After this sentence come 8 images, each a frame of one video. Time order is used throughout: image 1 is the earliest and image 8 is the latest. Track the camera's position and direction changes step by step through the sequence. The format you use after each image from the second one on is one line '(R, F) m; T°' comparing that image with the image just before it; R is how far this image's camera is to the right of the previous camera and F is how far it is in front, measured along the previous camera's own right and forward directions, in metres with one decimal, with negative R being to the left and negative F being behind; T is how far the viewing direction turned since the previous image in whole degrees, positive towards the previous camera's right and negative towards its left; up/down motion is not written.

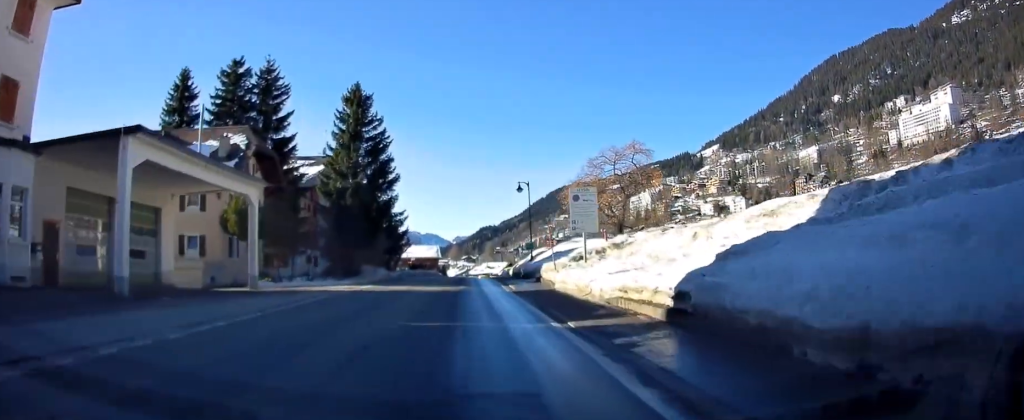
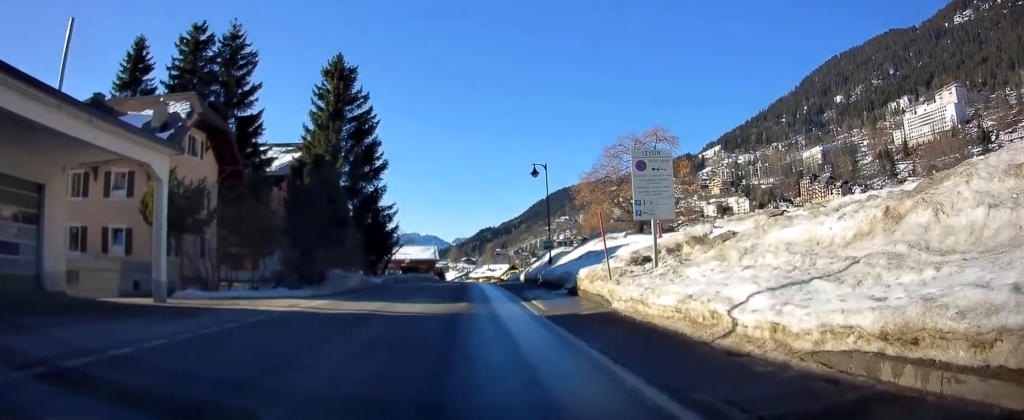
(0.0, +9.0) m; 0°
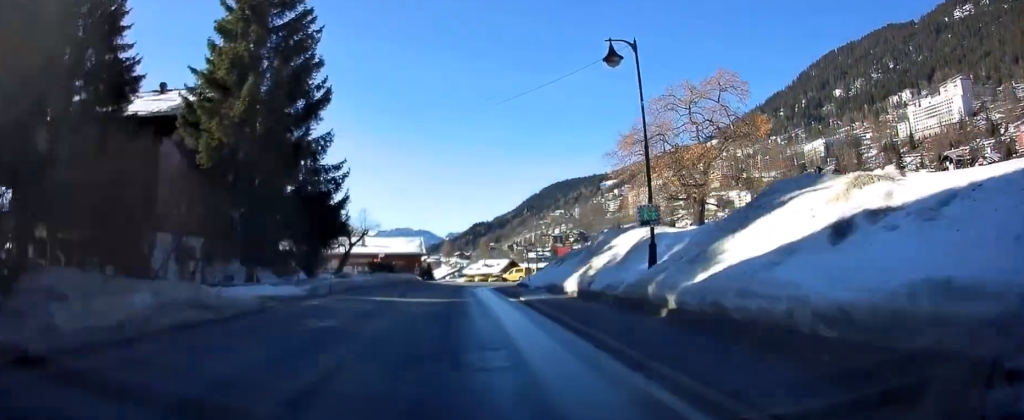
(0.0, +19.0) m; 0°
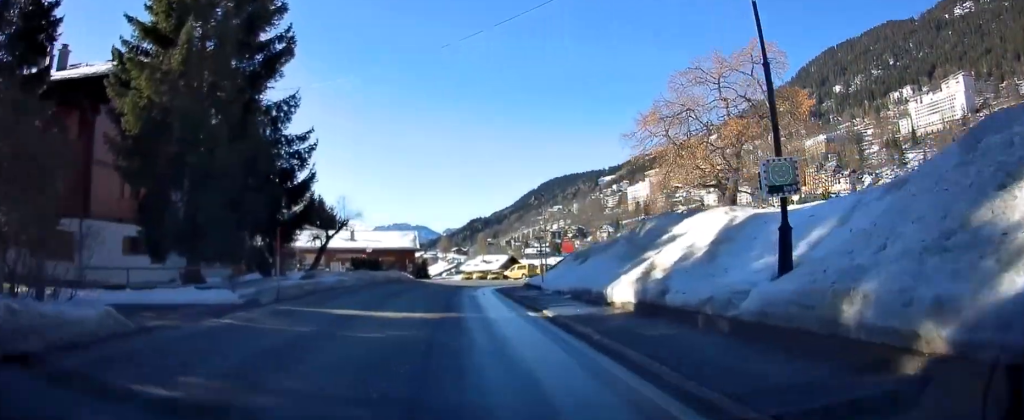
(0.0, +6.8) m; 0°
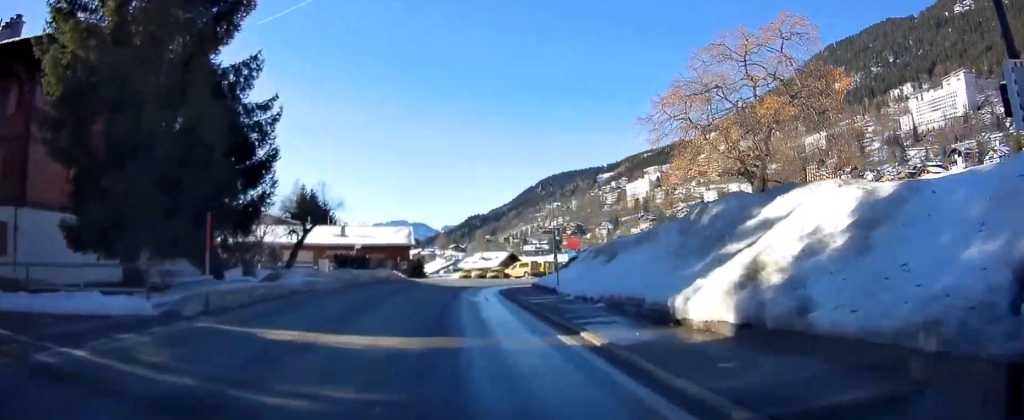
(0.0, +4.7) m; 0°
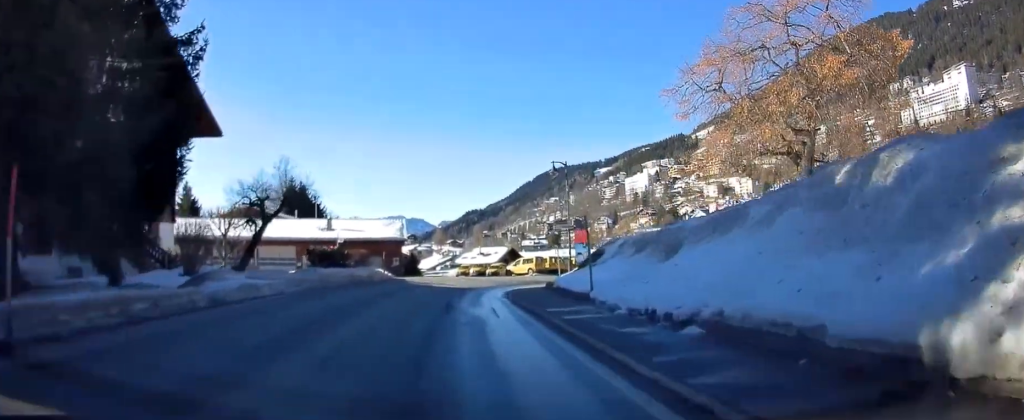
(0.0, +6.4) m; 0°
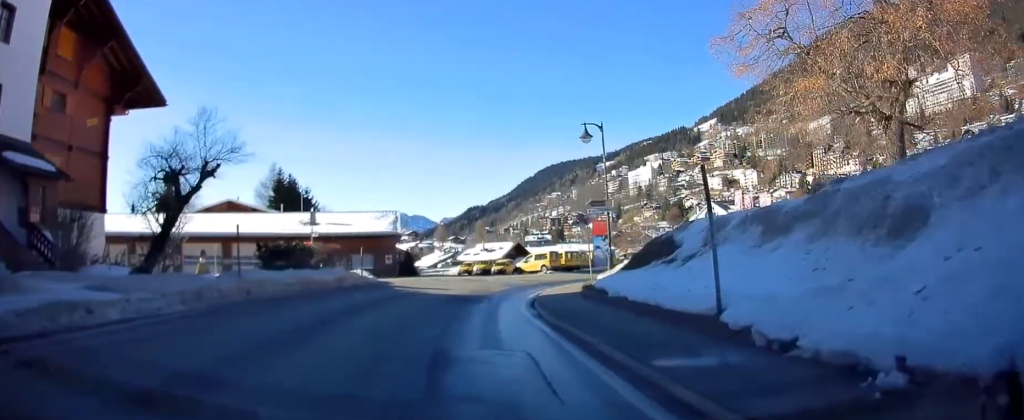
(0.0, +8.0) m; 0°
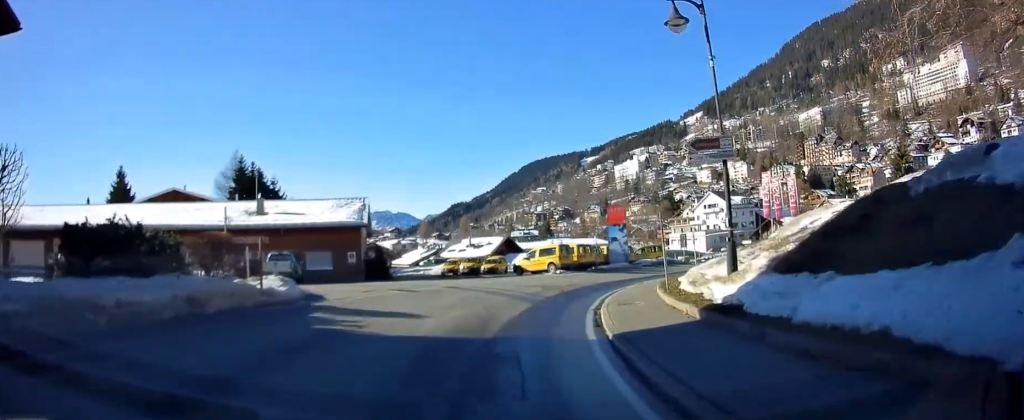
(+0.2, +12.1) m; +4°
